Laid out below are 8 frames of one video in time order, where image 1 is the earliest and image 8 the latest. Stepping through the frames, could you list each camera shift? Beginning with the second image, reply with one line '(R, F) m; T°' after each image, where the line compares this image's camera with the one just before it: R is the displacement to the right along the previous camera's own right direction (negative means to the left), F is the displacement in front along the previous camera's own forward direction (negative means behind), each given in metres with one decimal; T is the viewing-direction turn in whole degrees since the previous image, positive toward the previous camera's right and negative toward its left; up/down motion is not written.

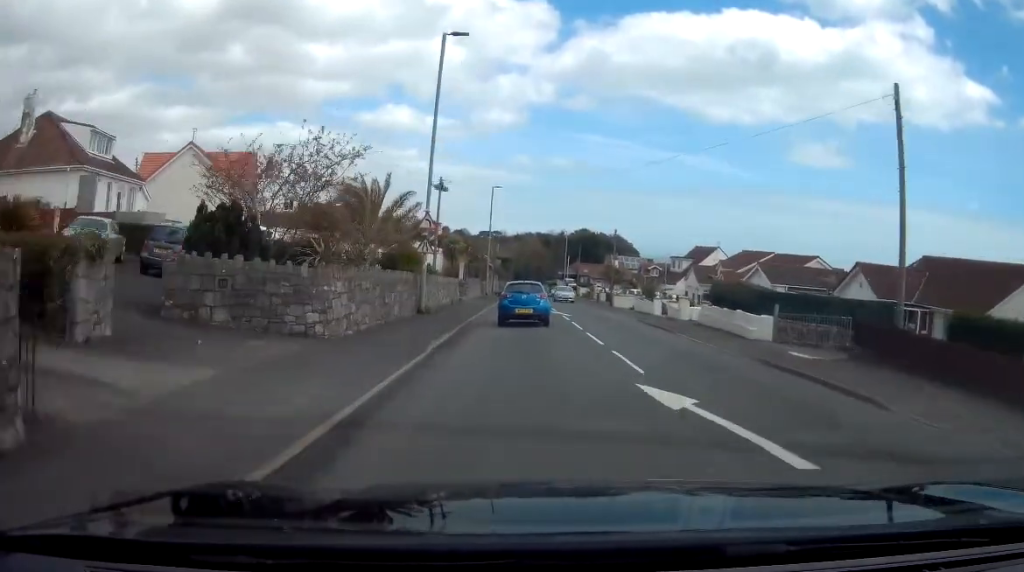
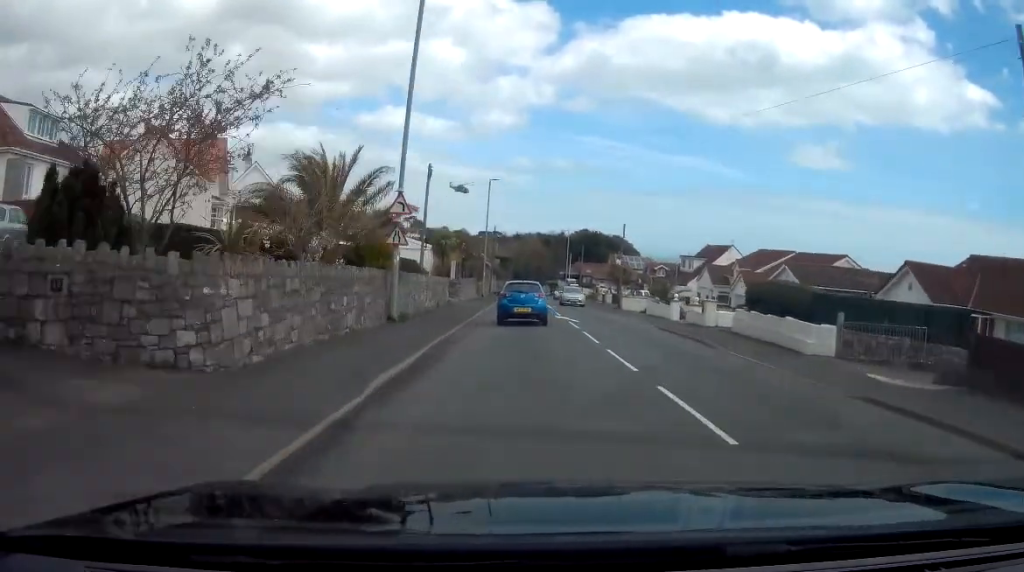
(0.0, +5.4) m; -1°
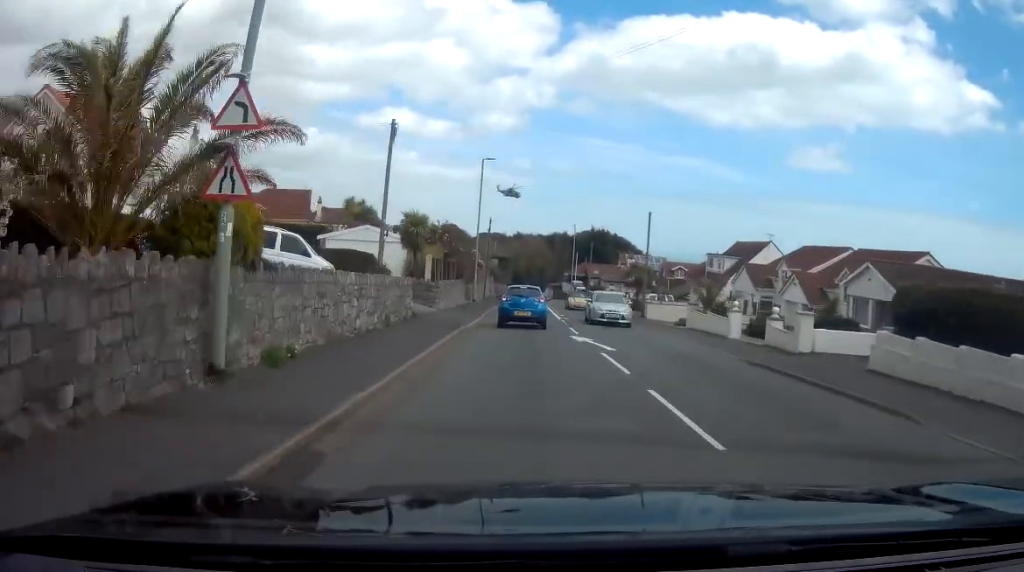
(-0.1, +11.3) m; -1°
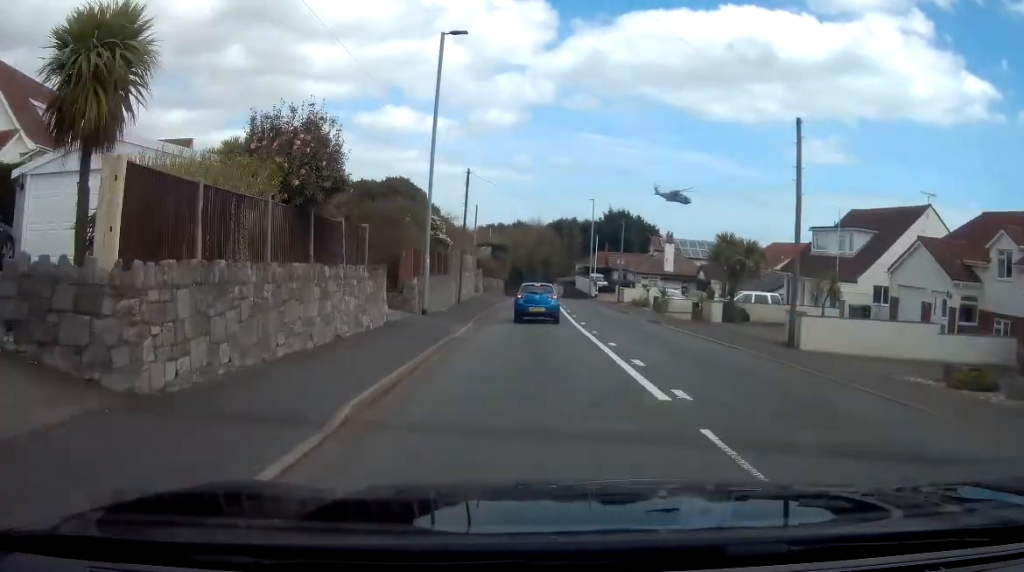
(-0.1, +25.9) m; 0°
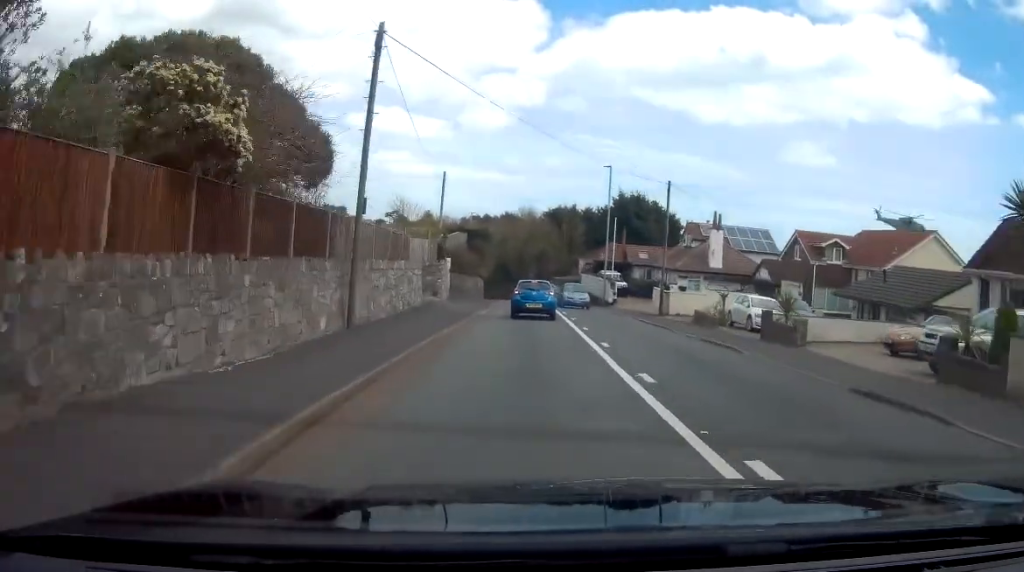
(0.0, +22.1) m; 0°
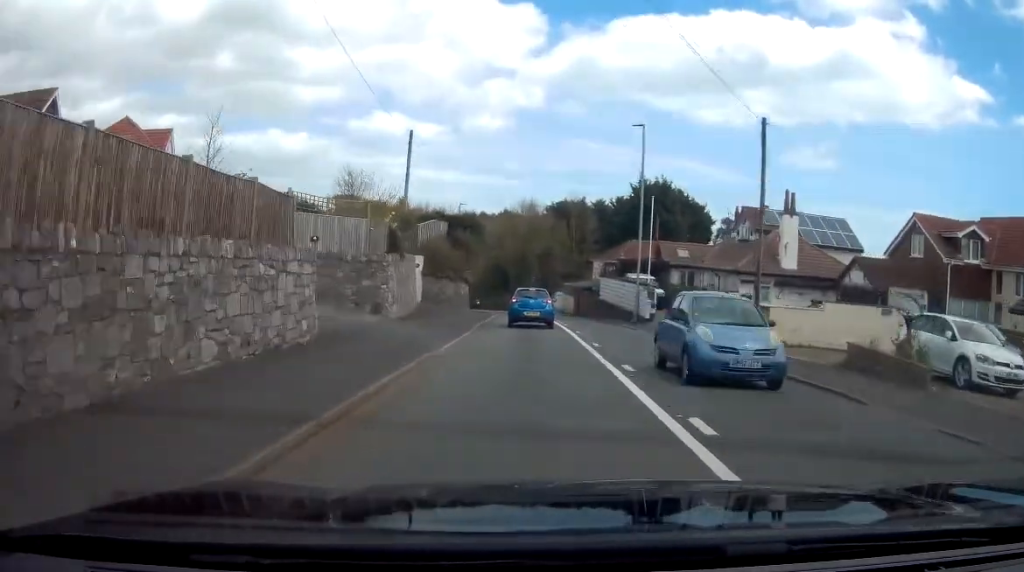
(0.0, +15.2) m; 0°
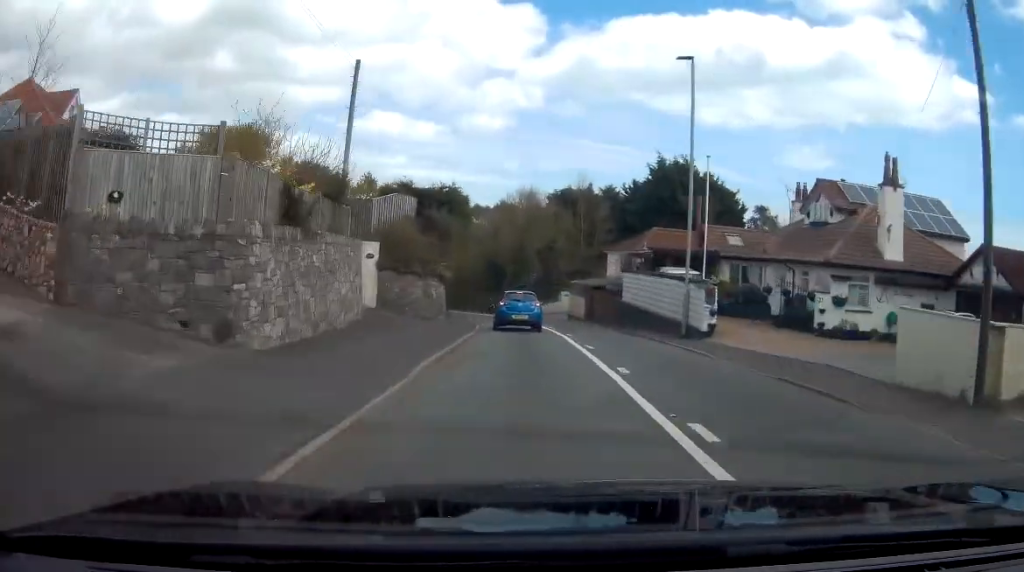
(0.0, +11.9) m; -1°
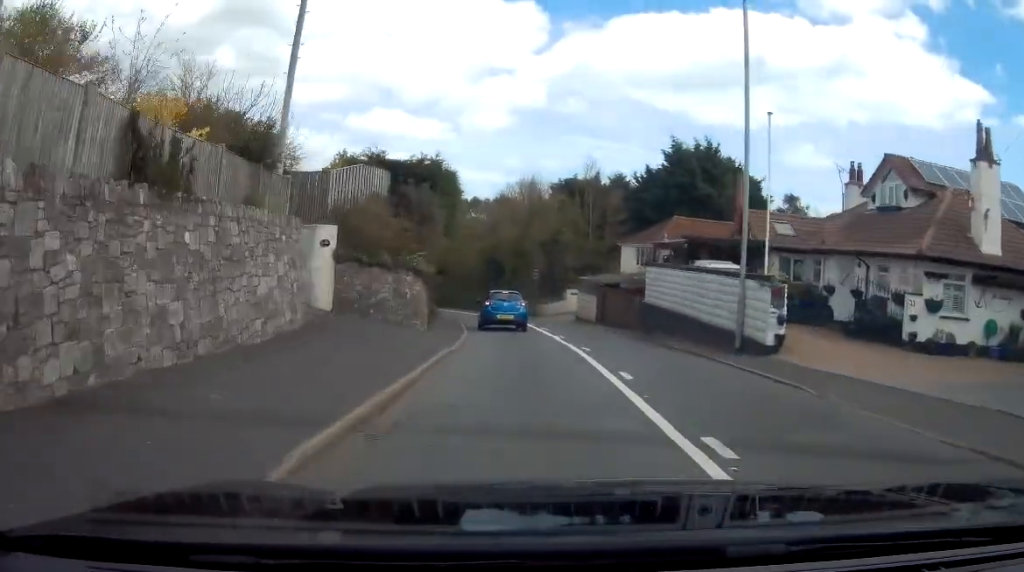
(-0.2, +6.6) m; +1°
